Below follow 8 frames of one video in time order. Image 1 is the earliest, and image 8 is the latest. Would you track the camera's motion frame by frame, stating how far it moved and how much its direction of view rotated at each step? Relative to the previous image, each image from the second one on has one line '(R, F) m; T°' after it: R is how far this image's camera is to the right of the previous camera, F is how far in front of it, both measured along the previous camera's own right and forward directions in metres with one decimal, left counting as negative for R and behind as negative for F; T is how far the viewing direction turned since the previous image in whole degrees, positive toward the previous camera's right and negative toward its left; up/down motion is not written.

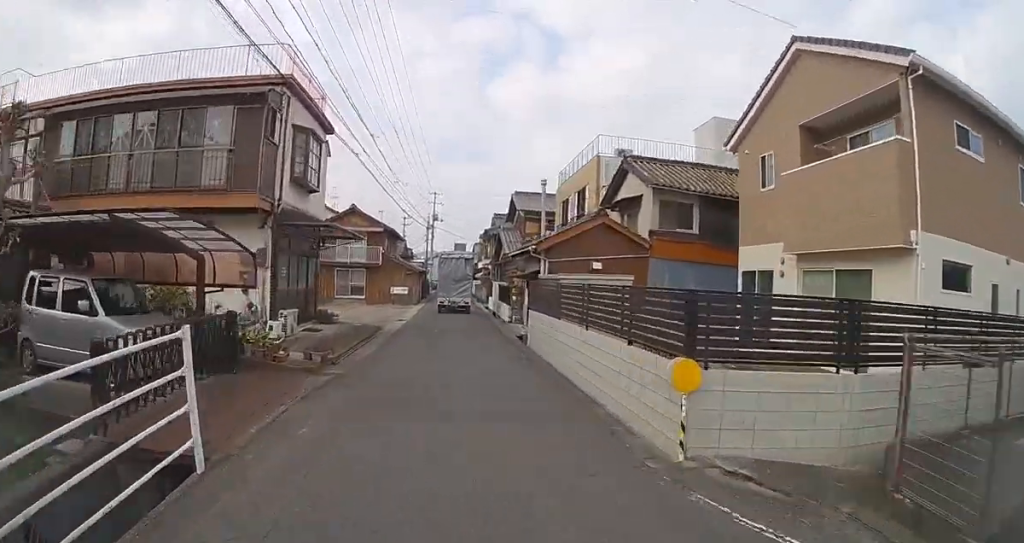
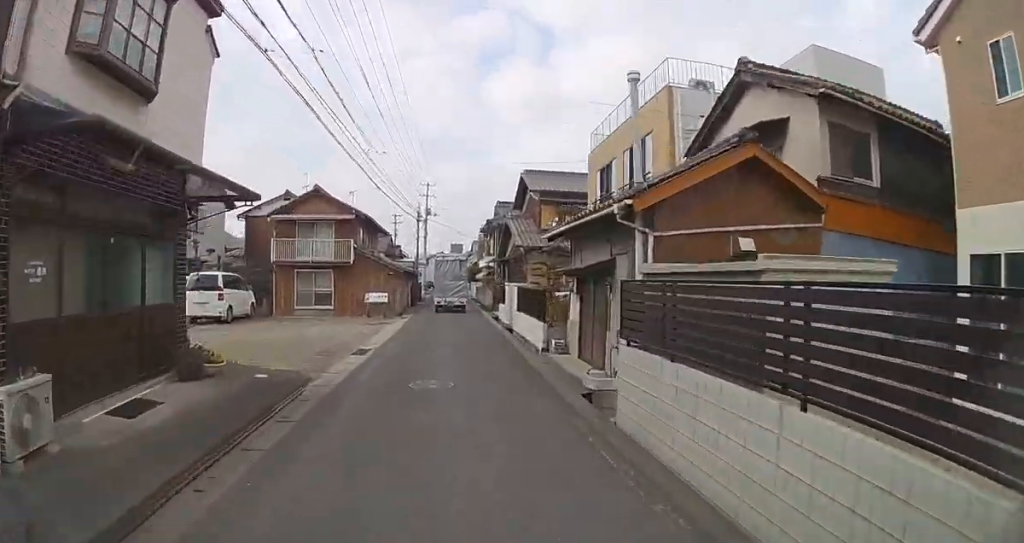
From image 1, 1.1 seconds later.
(+0.1, +7.7) m; +1°
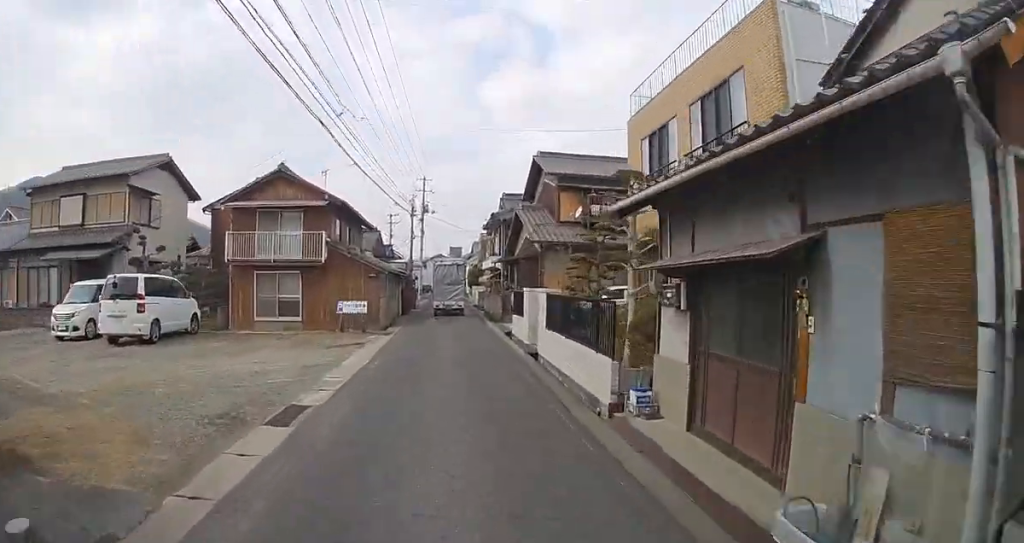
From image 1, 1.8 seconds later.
(0.0, +4.9) m; 0°
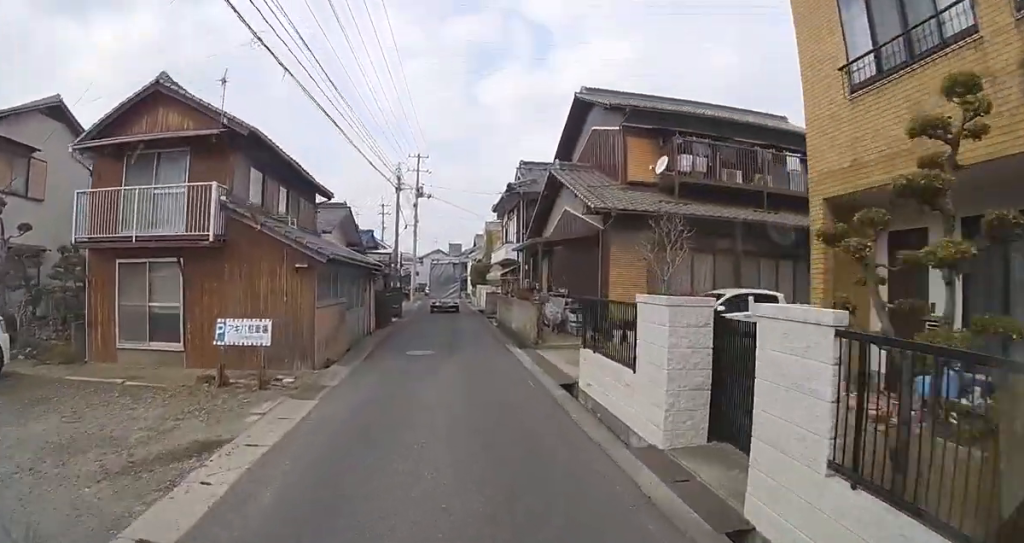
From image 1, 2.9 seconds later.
(0.0, +8.6) m; +1°
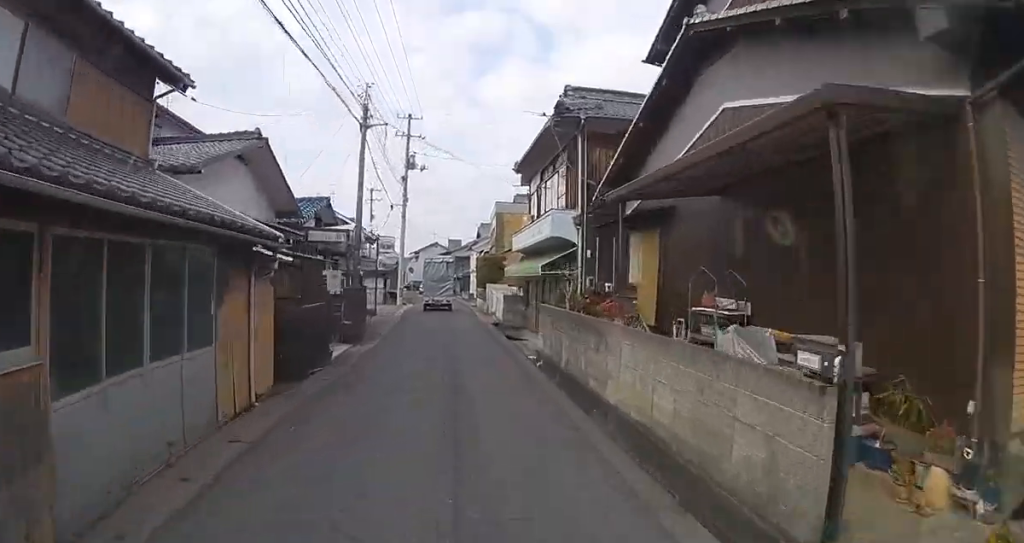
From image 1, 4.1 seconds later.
(+0.1, +9.7) m; 0°
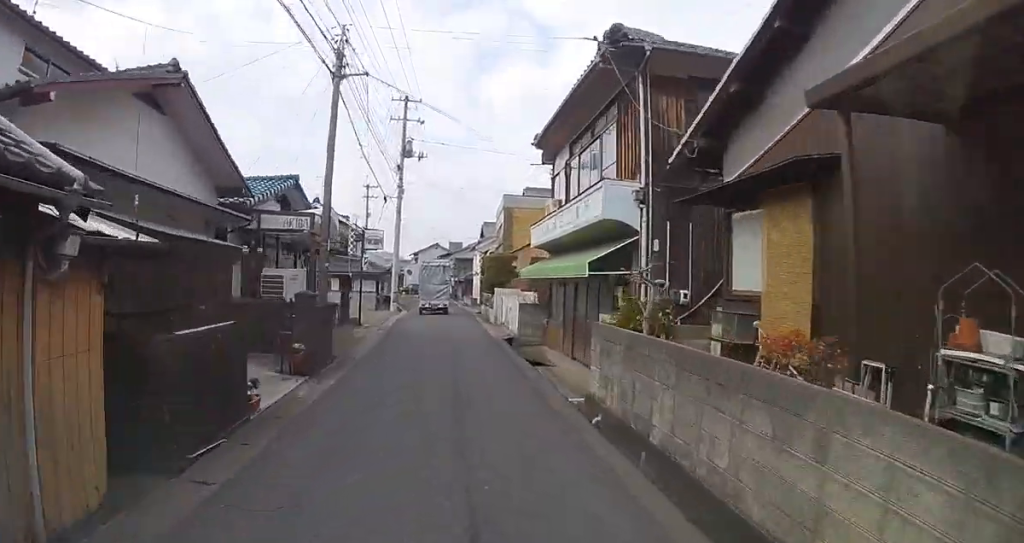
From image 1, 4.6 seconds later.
(0.0, +4.0) m; 0°
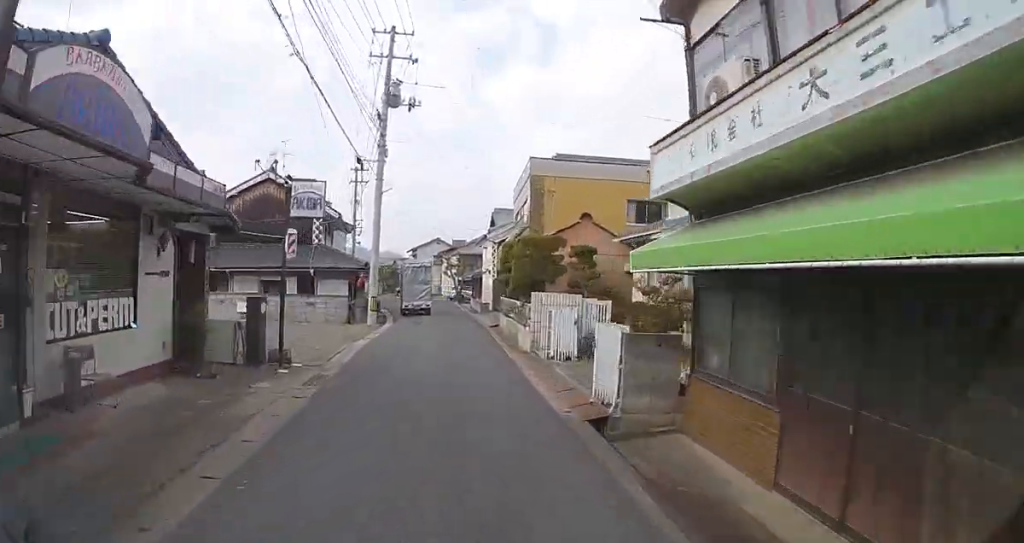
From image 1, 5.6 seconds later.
(0.0, +8.6) m; 0°
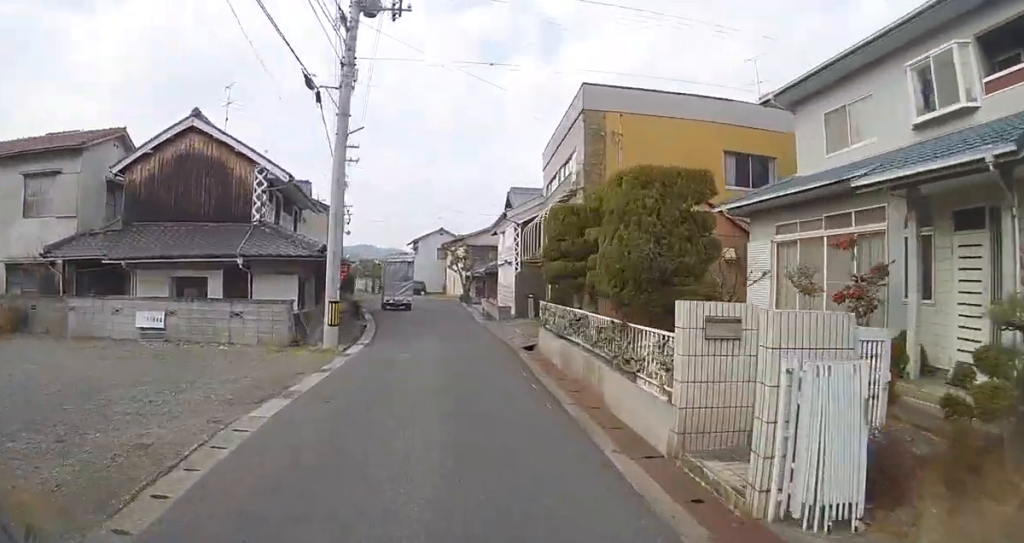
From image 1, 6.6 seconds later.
(0.0, +7.9) m; +1°
